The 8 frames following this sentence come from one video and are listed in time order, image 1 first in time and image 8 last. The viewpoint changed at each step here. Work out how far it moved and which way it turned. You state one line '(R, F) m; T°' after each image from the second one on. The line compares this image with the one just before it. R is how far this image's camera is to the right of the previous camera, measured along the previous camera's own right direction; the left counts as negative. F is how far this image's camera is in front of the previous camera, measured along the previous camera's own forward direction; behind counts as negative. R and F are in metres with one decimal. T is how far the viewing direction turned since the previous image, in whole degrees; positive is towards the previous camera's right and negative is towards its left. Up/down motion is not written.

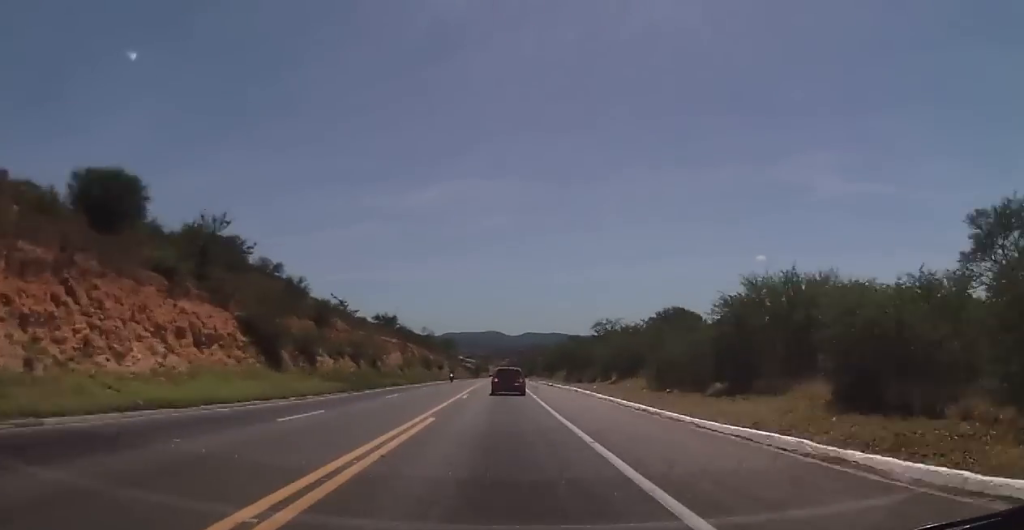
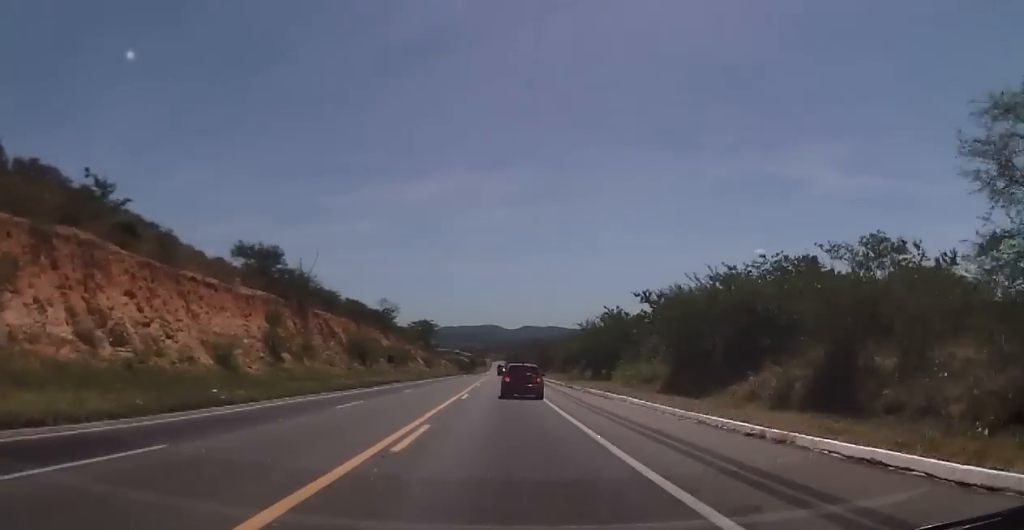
(-0.2, +57.8) m; -1°
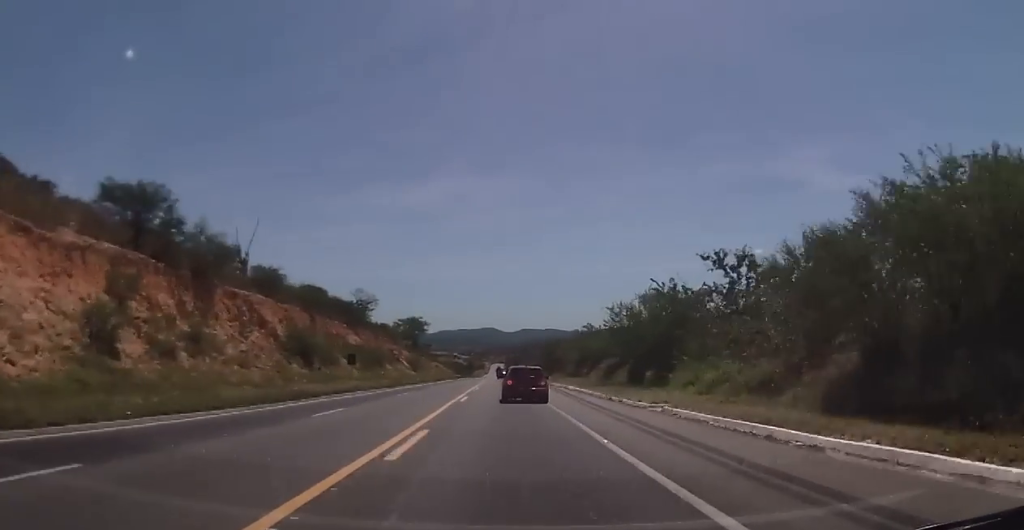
(0.0, +19.2) m; 0°
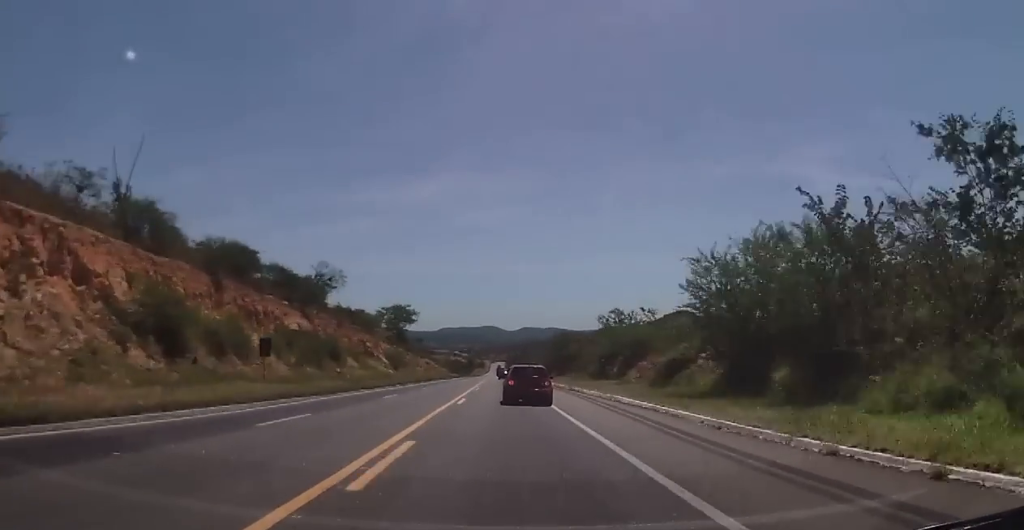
(0.0, +20.9) m; 0°
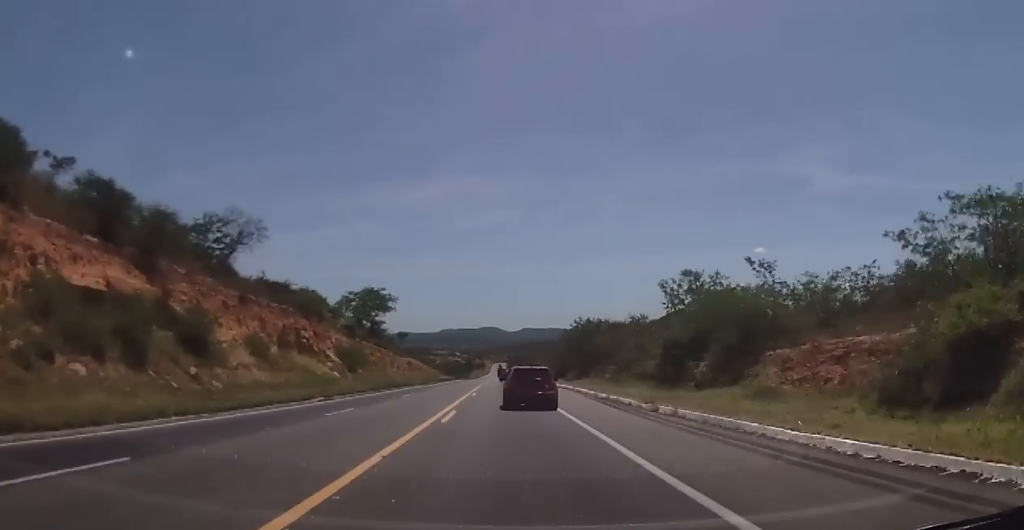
(0.0, +26.4) m; 0°
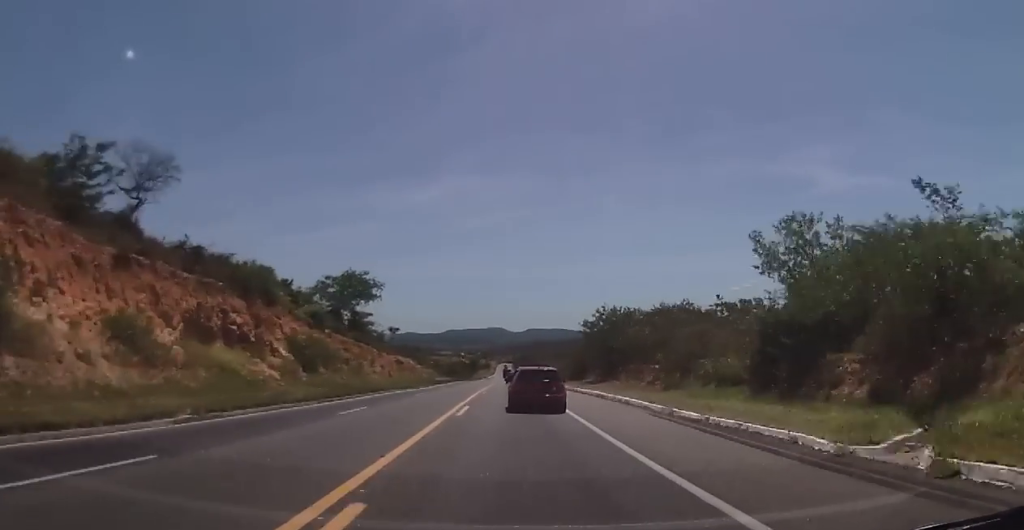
(0.0, +14.9) m; 0°
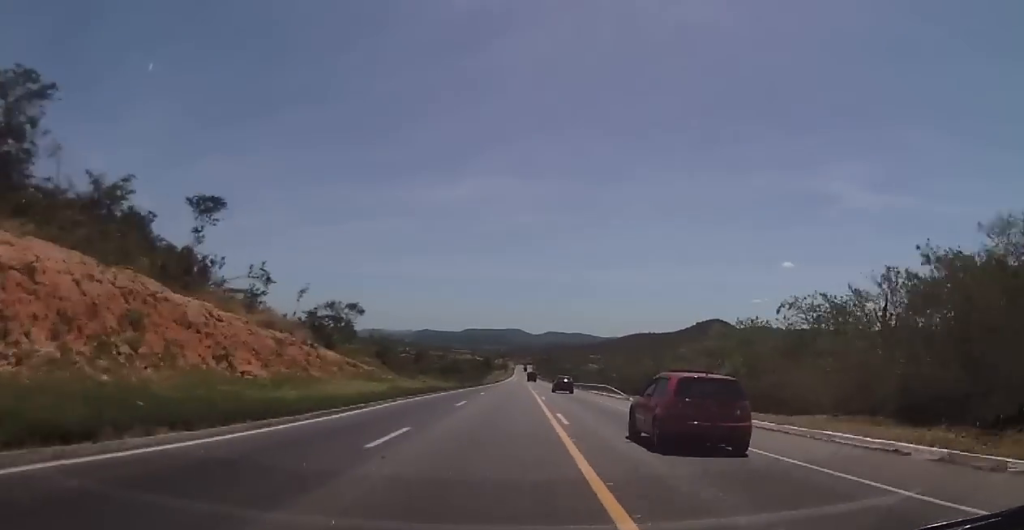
(0.0, +70.3) m; -1°
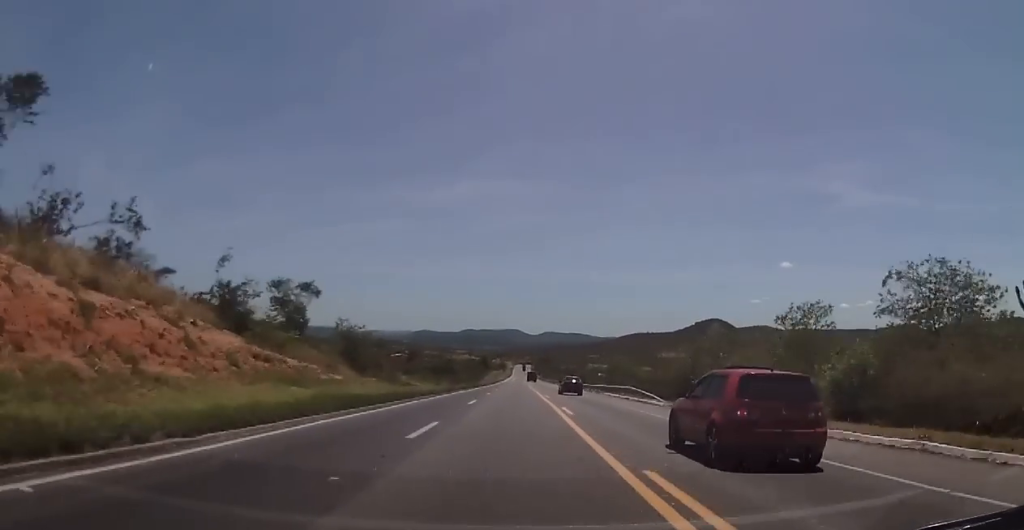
(-0.2, +13.3) m; 0°
